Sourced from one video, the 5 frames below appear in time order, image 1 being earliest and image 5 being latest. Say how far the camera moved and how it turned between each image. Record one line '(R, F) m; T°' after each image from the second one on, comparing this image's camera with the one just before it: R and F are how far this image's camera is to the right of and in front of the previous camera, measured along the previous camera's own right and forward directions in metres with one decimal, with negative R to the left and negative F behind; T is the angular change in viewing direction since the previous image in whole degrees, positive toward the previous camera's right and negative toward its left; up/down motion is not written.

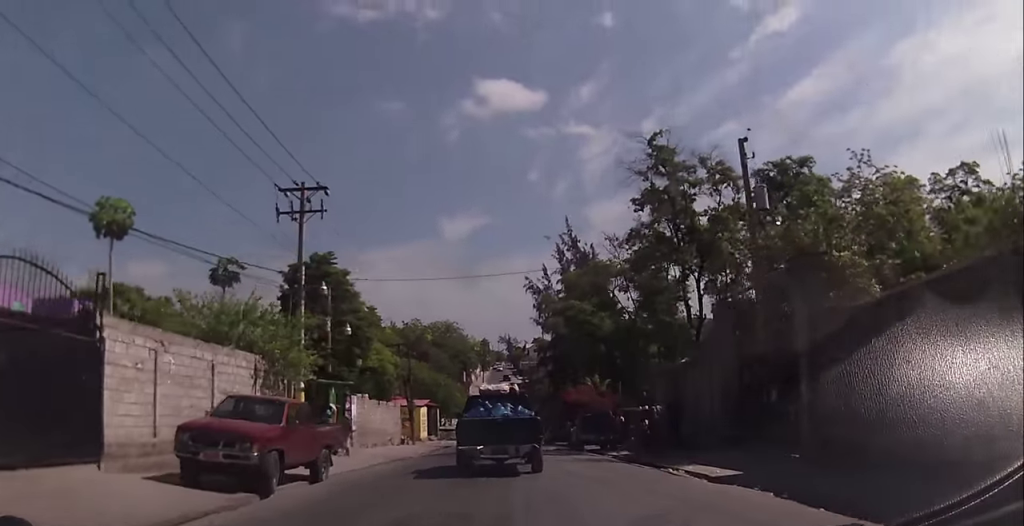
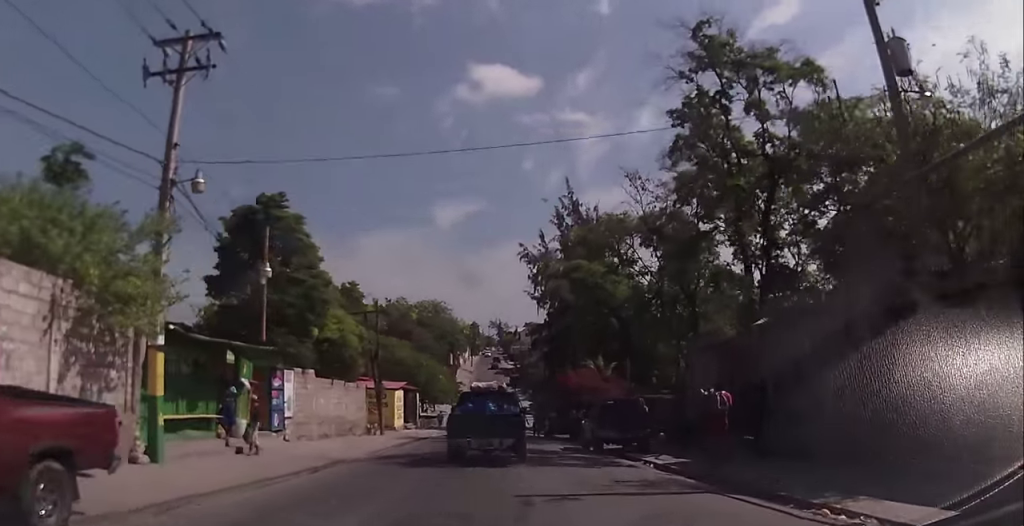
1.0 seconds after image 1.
(+0.5, +8.6) m; +2°
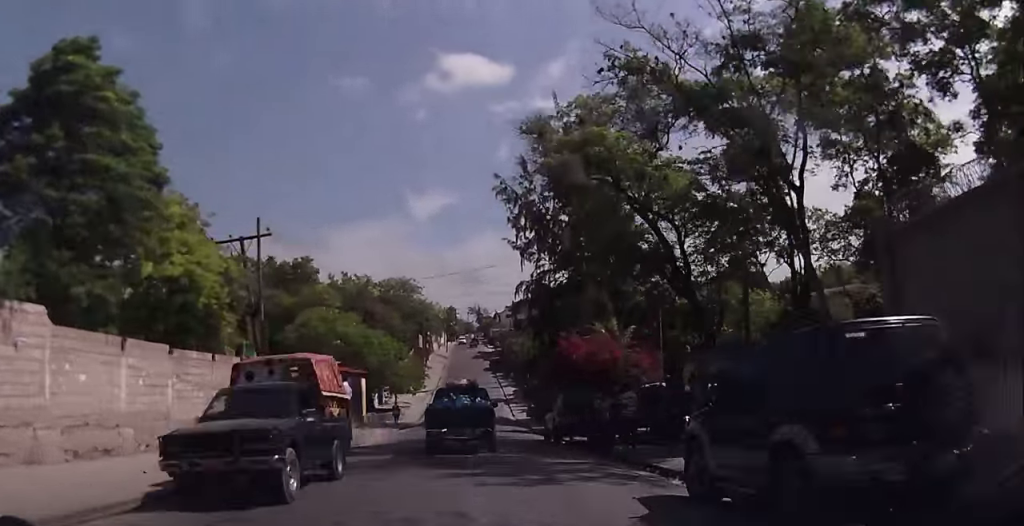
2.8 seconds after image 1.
(-0.4, +16.0) m; -3°
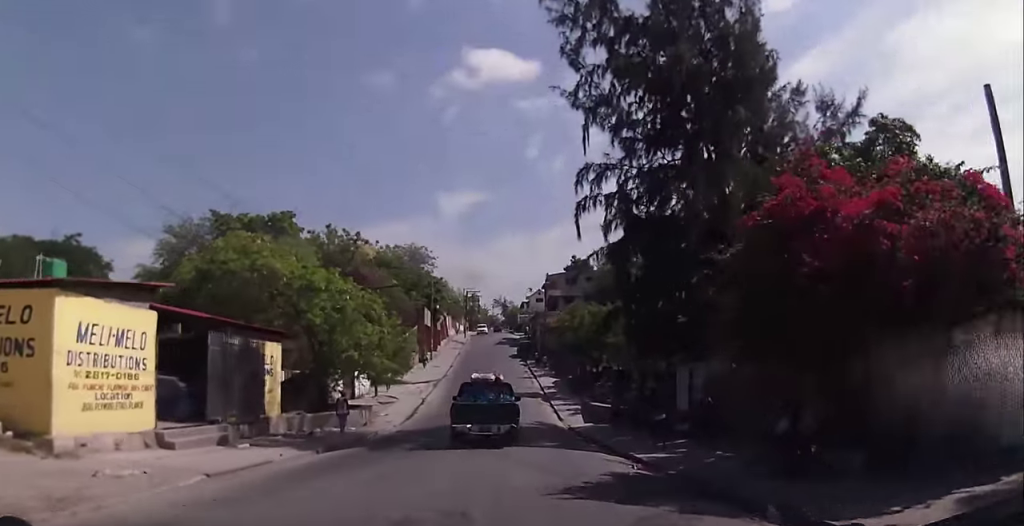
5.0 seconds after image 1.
(+0.5, +22.6) m; +2°
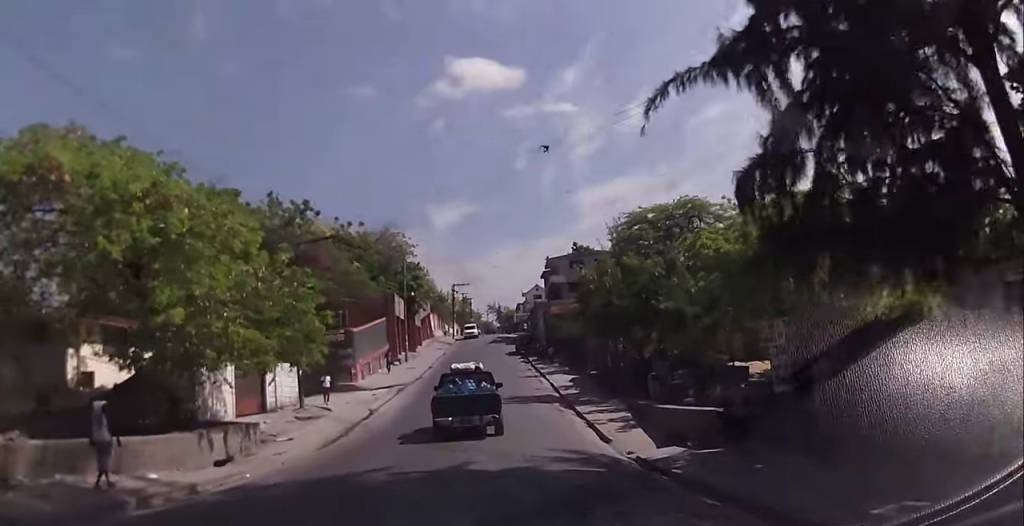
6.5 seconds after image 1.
(-0.3, +16.0) m; -1°
